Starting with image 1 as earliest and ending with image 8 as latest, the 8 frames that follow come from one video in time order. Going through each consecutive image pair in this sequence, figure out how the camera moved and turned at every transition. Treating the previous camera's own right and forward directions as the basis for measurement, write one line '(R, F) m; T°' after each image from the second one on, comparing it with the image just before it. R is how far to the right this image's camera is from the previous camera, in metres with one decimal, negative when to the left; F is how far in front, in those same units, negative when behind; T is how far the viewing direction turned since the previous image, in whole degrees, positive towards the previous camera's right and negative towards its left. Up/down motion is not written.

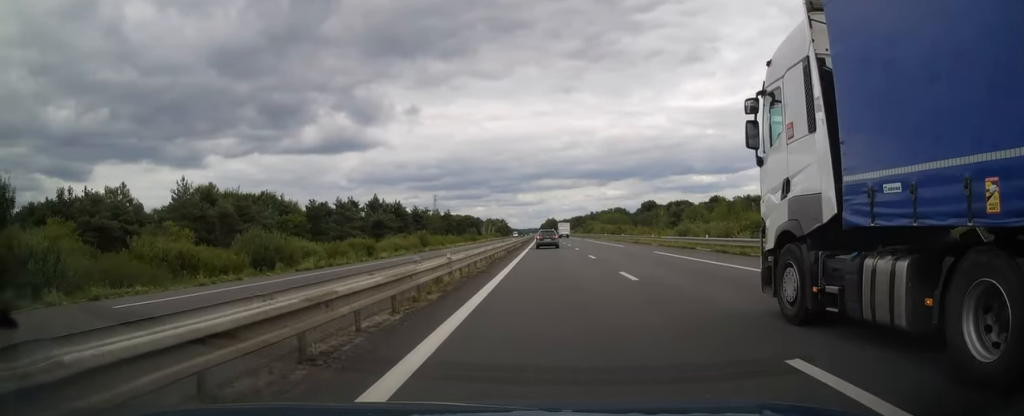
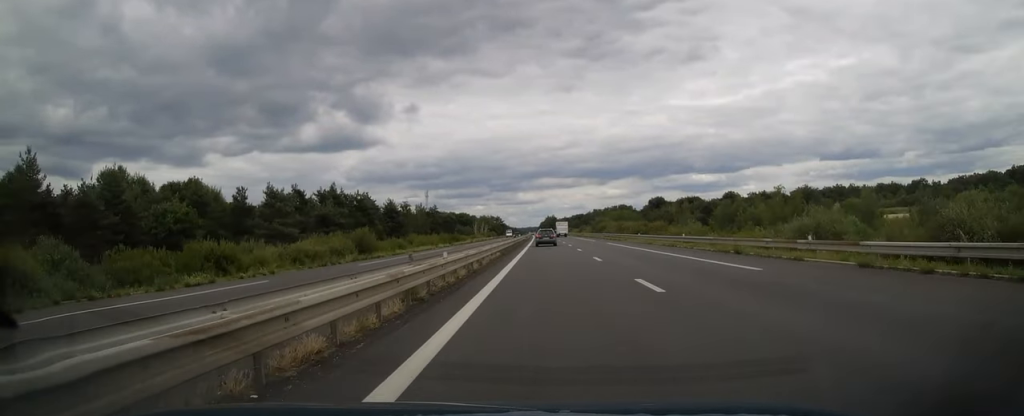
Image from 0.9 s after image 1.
(-0.1, +29.1) m; 0°
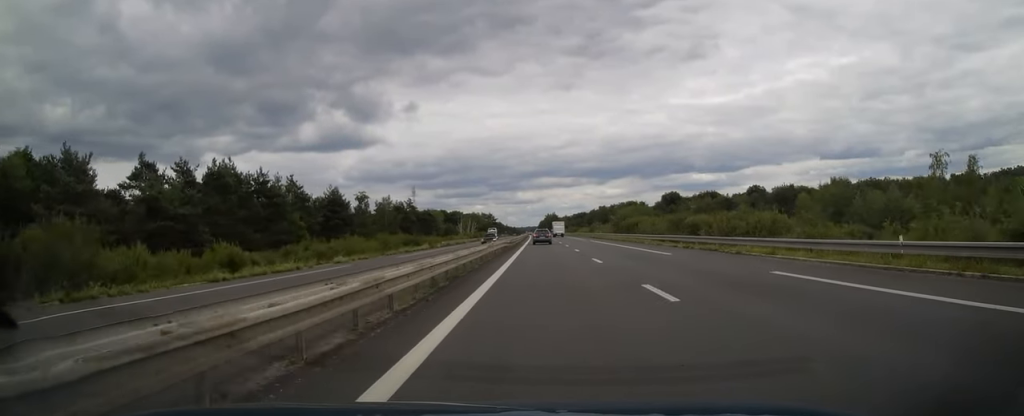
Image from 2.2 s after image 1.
(0.0, +40.7) m; 0°
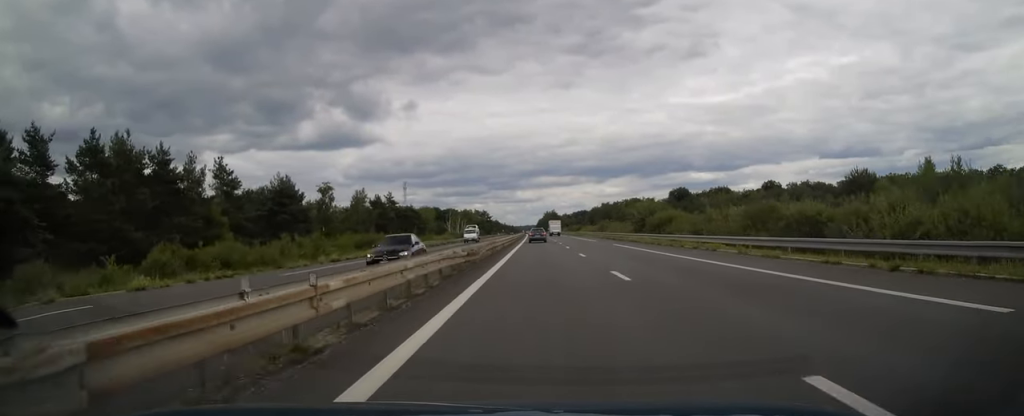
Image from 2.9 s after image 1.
(+0.1, +21.7) m; 0°
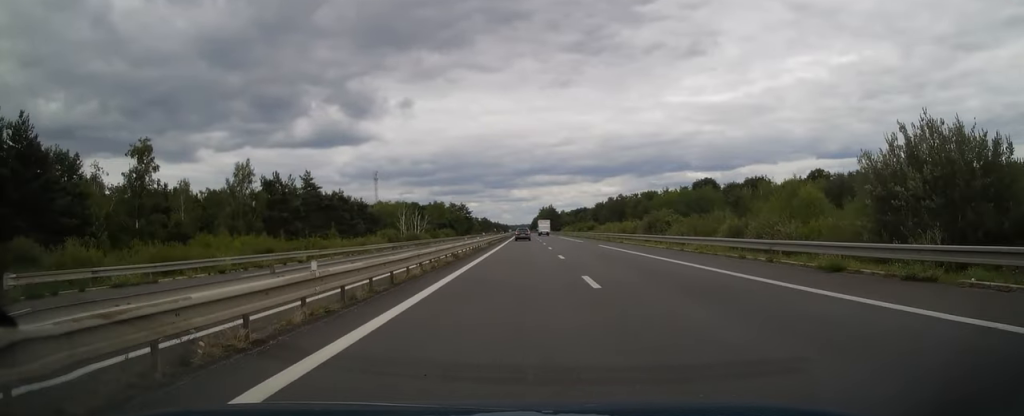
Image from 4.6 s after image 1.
(+0.2, +53.8) m; 0°
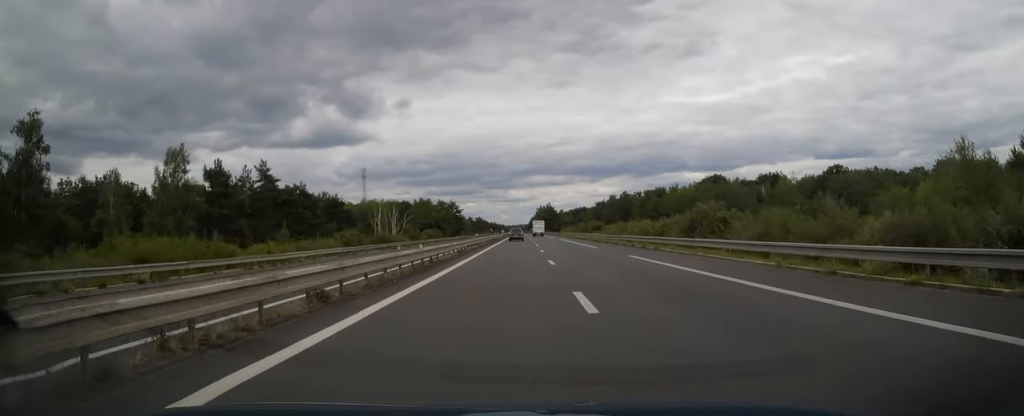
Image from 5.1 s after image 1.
(0.0, +16.7) m; 0°
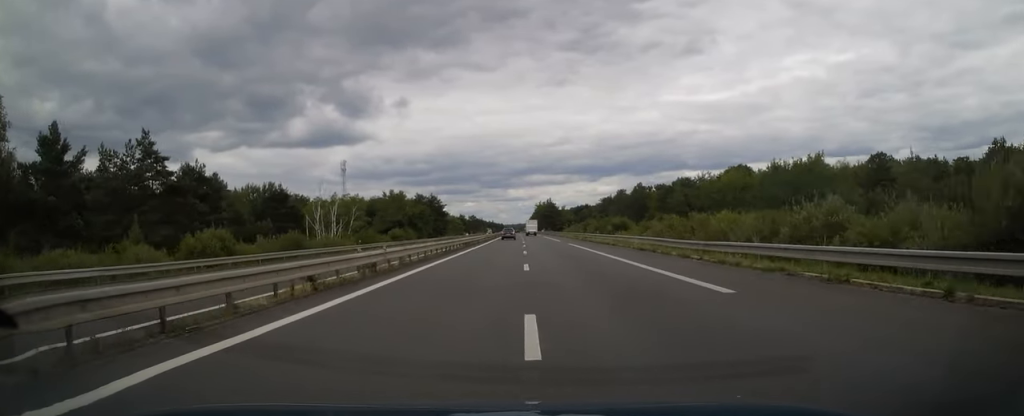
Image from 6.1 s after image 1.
(0.0, +29.6) m; 0°
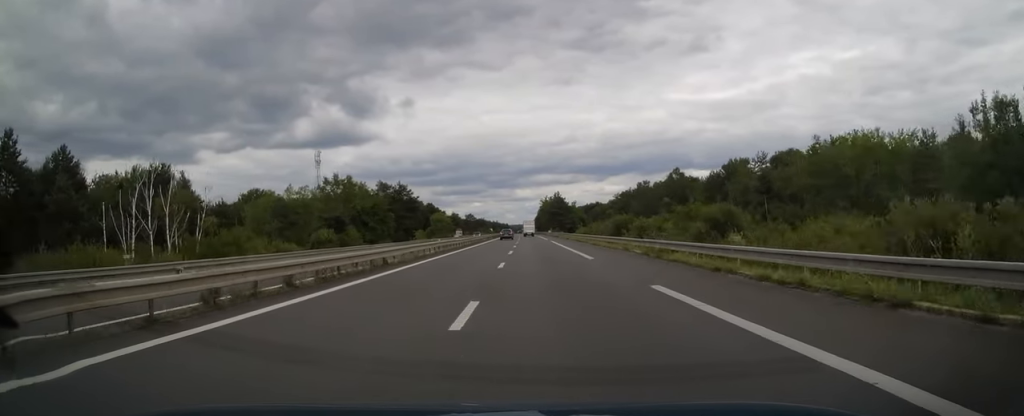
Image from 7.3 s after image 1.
(+0.1, +37.4) m; 0°
